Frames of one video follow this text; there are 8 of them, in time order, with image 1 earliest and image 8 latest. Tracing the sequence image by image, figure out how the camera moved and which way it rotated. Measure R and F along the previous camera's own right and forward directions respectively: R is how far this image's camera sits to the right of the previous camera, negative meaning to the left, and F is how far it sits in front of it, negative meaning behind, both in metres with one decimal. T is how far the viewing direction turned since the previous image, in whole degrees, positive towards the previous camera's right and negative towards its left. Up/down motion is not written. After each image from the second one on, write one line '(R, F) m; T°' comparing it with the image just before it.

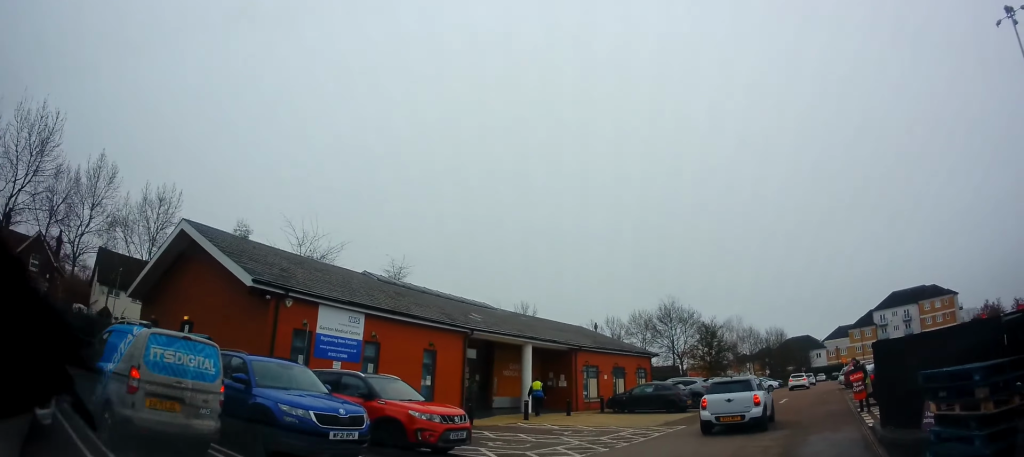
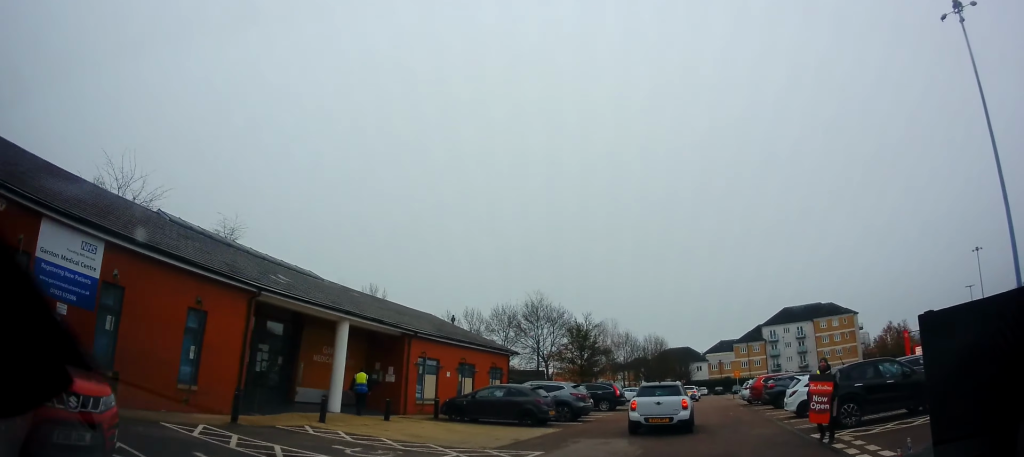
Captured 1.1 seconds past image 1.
(+1.0, +6.1) m; +18°
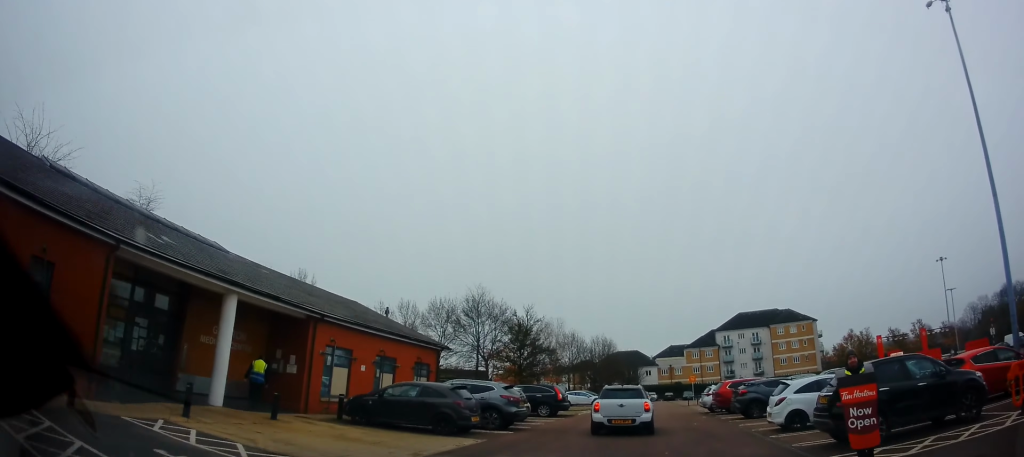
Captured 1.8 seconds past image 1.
(+0.3, +3.5) m; +7°
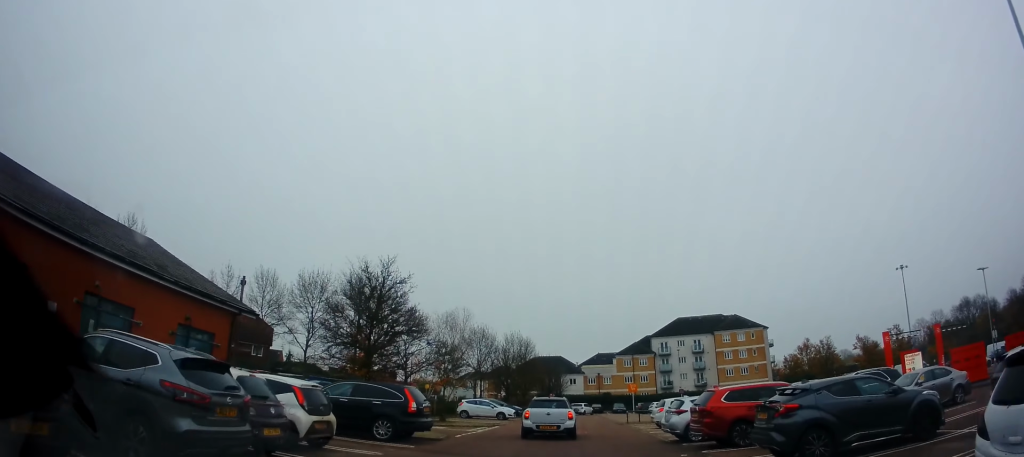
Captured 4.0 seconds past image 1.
(+0.8, +12.2) m; +4°
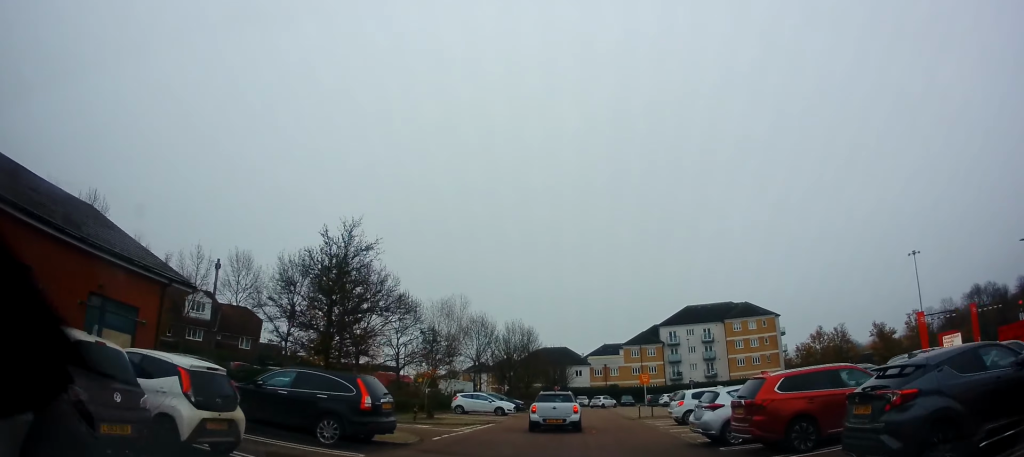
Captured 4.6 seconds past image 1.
(0.0, +3.6) m; +1°
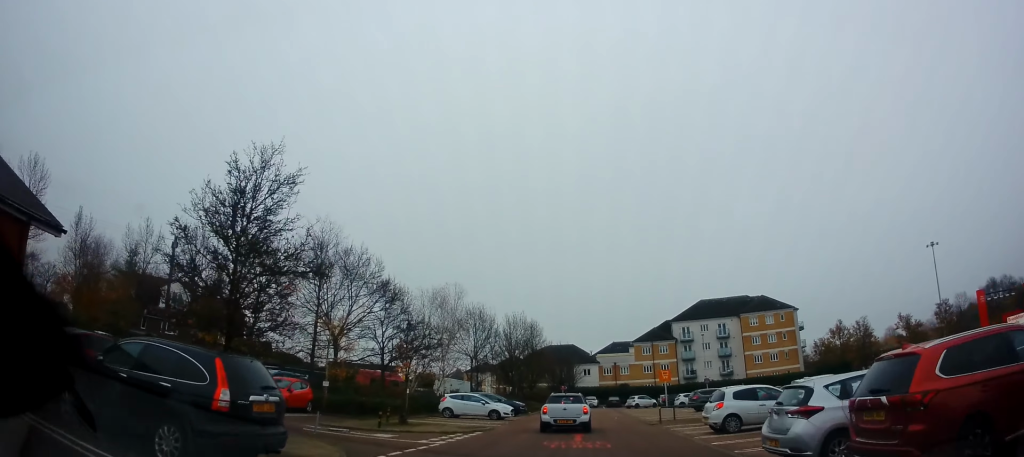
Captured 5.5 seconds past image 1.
(0.0, +5.3) m; +4°
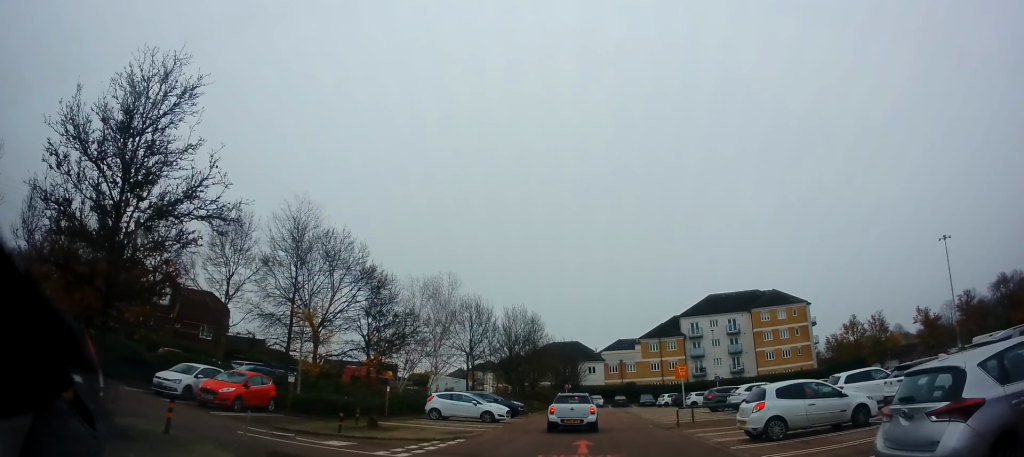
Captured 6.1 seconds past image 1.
(+0.3, +3.5) m; 0°
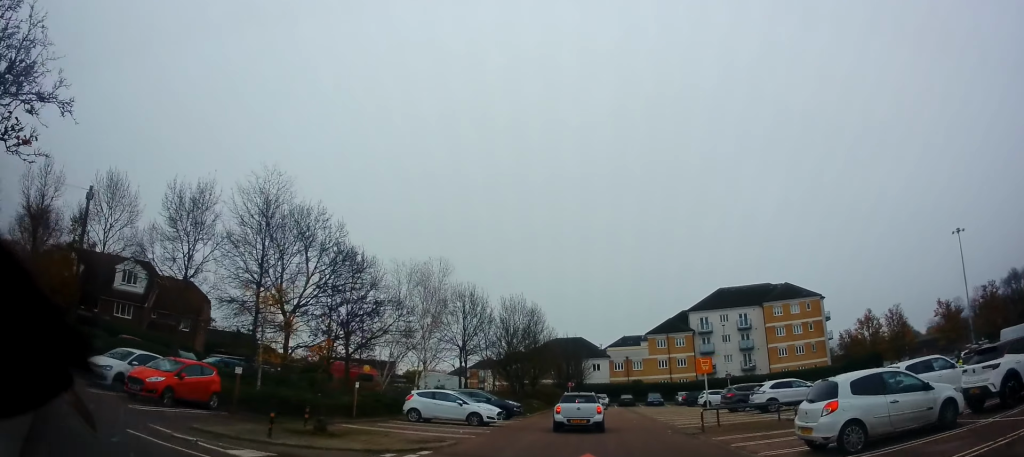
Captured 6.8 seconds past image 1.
(0.0, +3.8) m; -2°
